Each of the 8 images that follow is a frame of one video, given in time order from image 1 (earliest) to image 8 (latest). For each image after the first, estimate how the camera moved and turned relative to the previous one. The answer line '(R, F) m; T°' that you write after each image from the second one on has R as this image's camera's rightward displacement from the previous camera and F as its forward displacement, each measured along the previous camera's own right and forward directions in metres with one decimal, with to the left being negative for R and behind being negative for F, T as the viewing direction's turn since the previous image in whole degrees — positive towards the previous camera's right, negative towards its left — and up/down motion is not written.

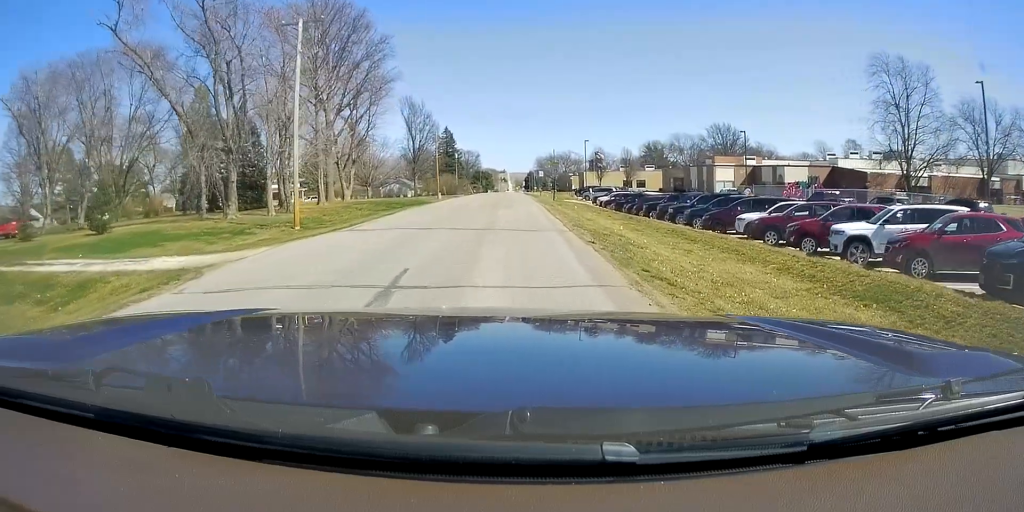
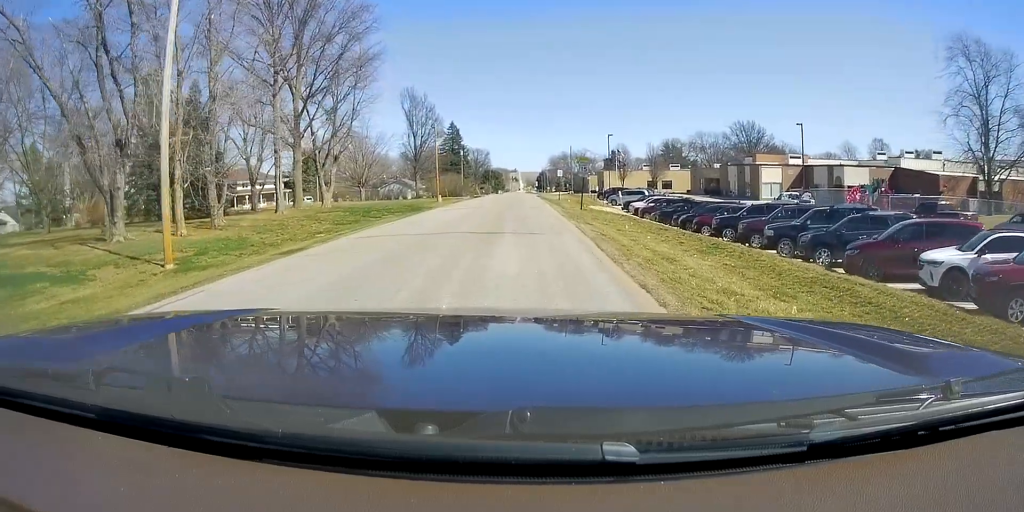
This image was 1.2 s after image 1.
(0.0, +12.8) m; 0°
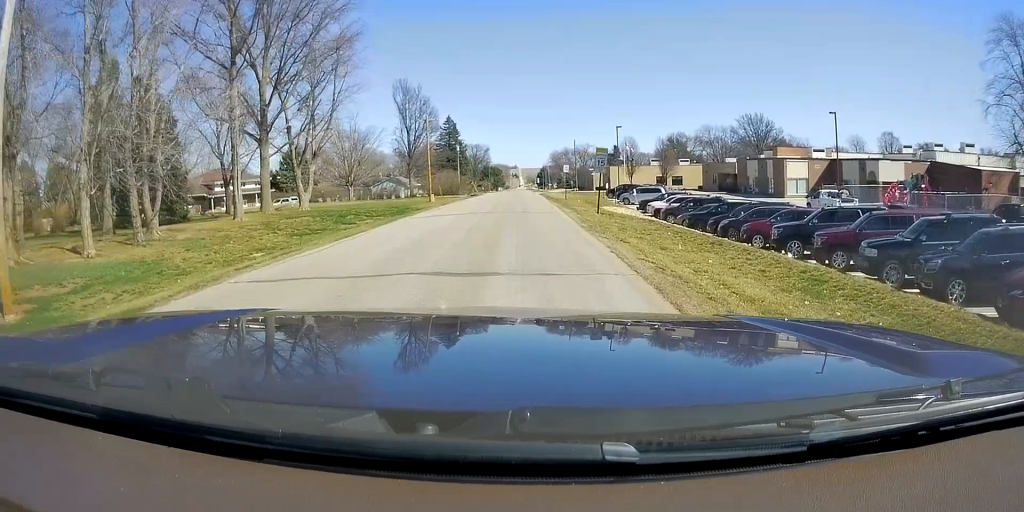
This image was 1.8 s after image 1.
(0.0, +7.1) m; 0°
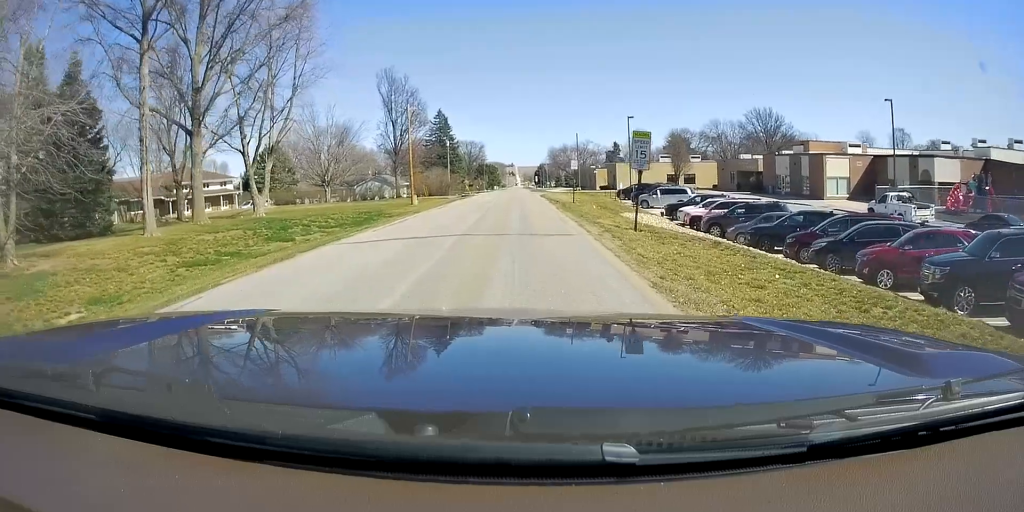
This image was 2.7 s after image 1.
(0.0, +9.9) m; 0°
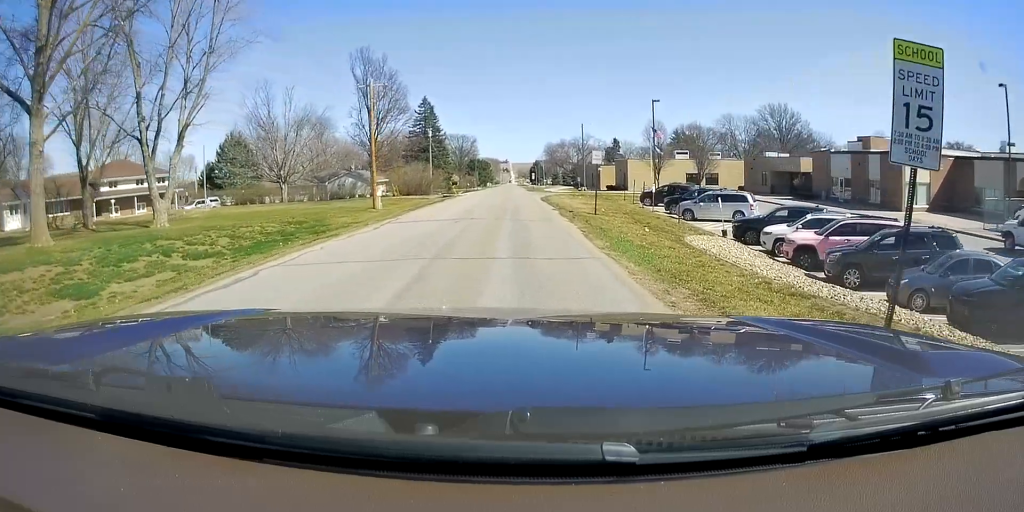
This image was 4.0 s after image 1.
(0.0, +14.1) m; 0°
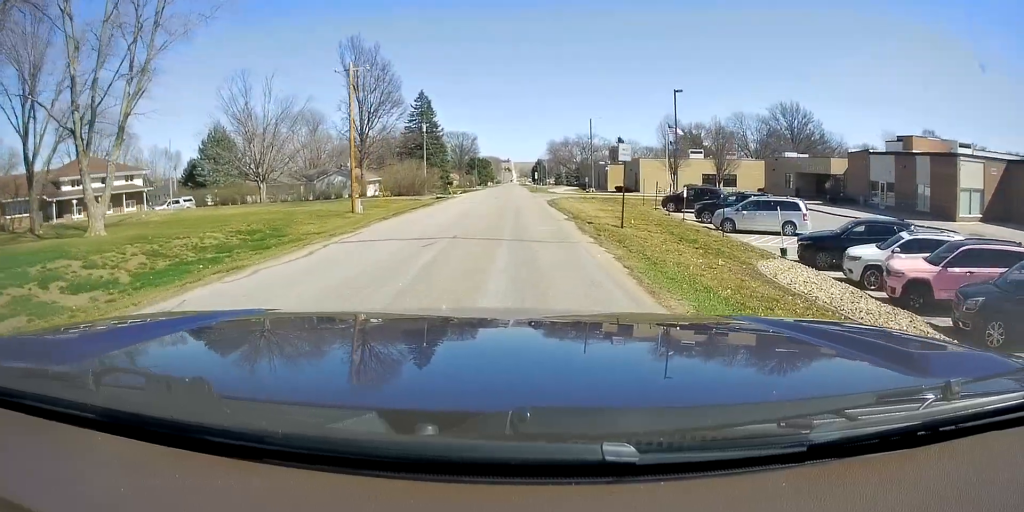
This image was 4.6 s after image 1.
(0.0, +6.7) m; 0°
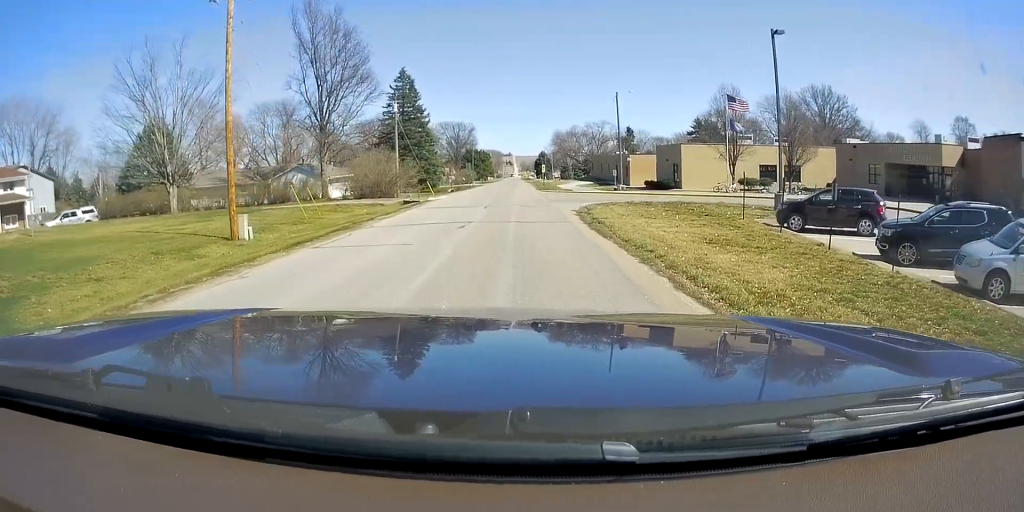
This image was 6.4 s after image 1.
(0.0, +18.3) m; 0°
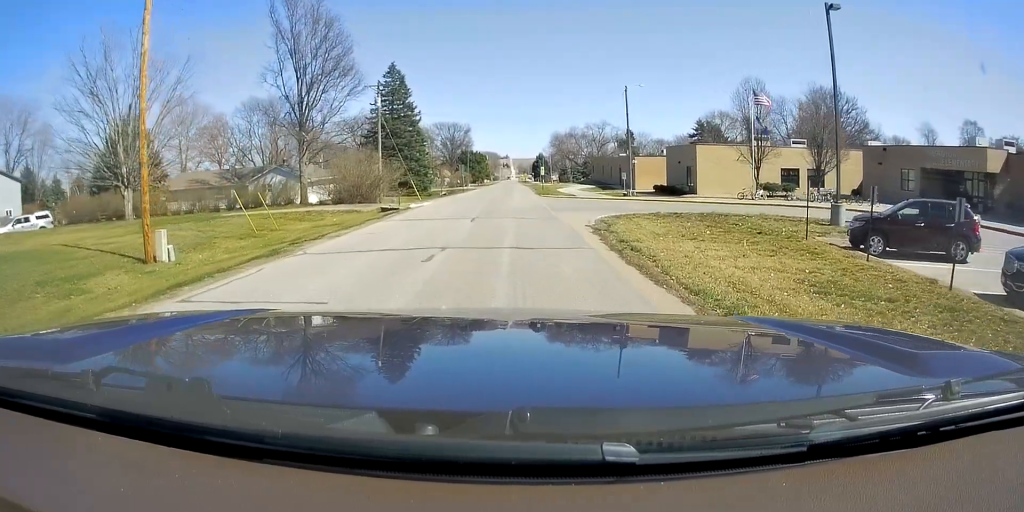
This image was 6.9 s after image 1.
(0.0, +5.6) m; 0°
